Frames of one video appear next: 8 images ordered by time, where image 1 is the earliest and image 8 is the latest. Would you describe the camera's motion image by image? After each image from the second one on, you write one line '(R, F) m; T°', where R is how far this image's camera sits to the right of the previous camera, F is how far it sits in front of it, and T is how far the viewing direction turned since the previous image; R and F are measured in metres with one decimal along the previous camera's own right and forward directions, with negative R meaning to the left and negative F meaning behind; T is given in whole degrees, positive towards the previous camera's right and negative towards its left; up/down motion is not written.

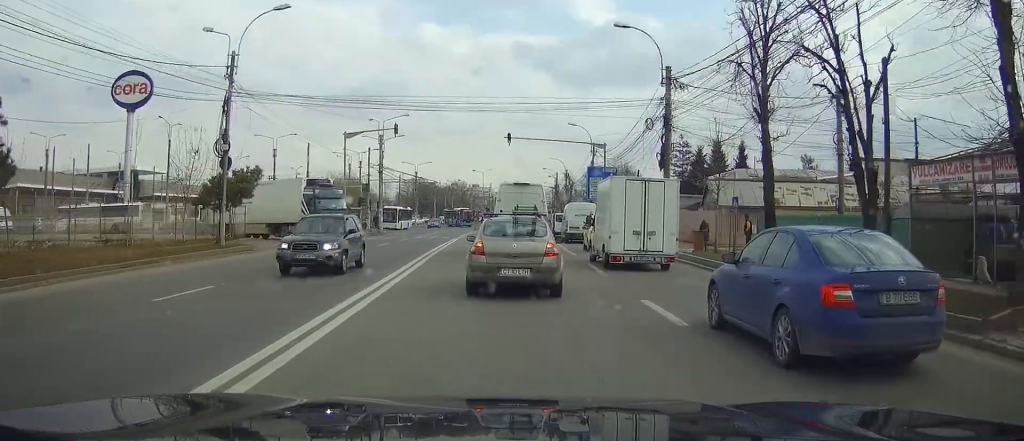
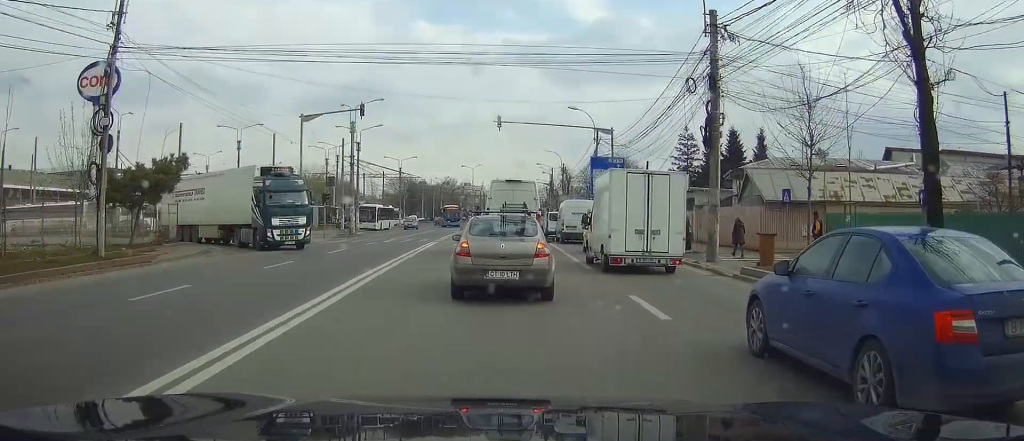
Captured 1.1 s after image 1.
(+0.2, +8.7) m; +2°
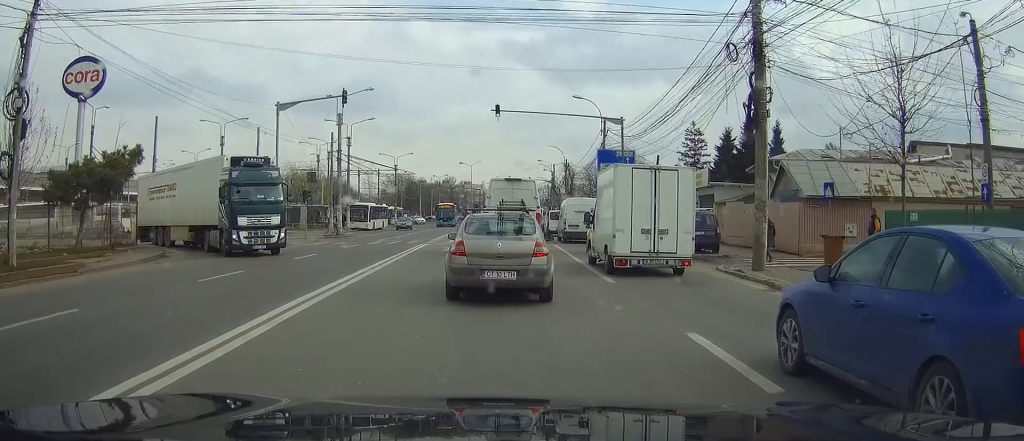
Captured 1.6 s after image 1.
(+0.1, +4.5) m; +1°
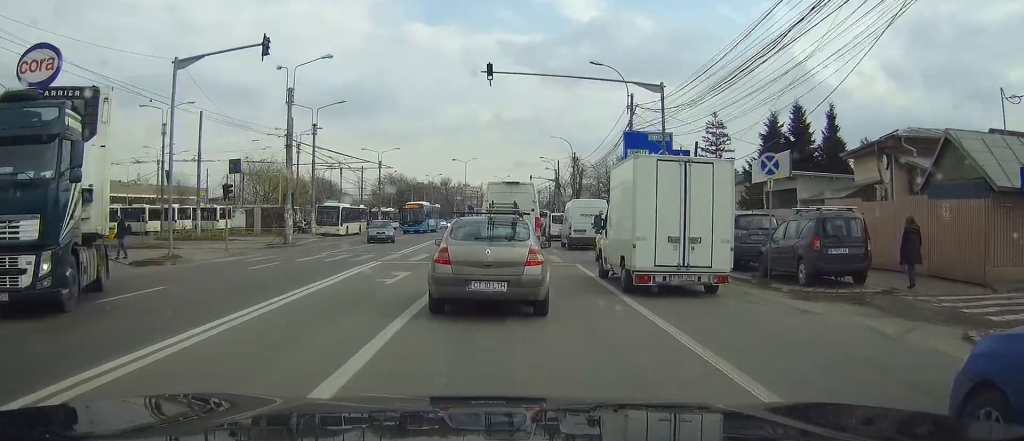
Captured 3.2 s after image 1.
(0.0, +12.2) m; -1°
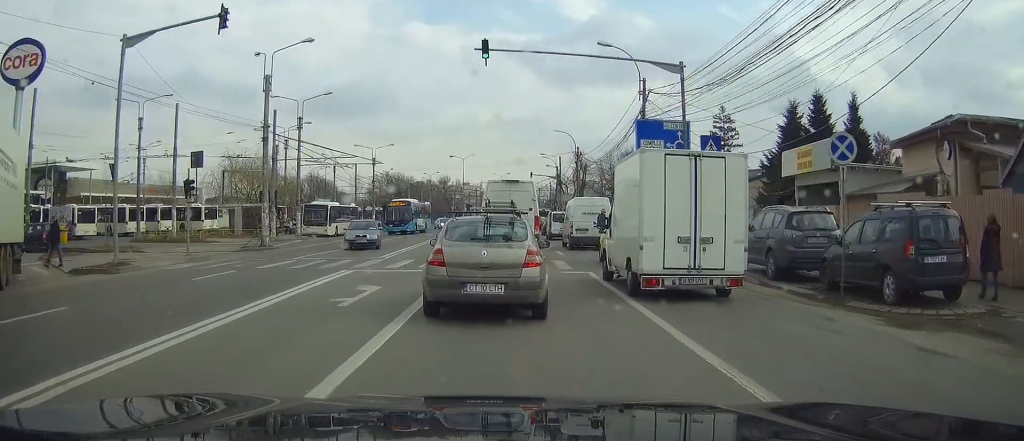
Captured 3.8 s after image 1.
(0.0, +4.0) m; 0°
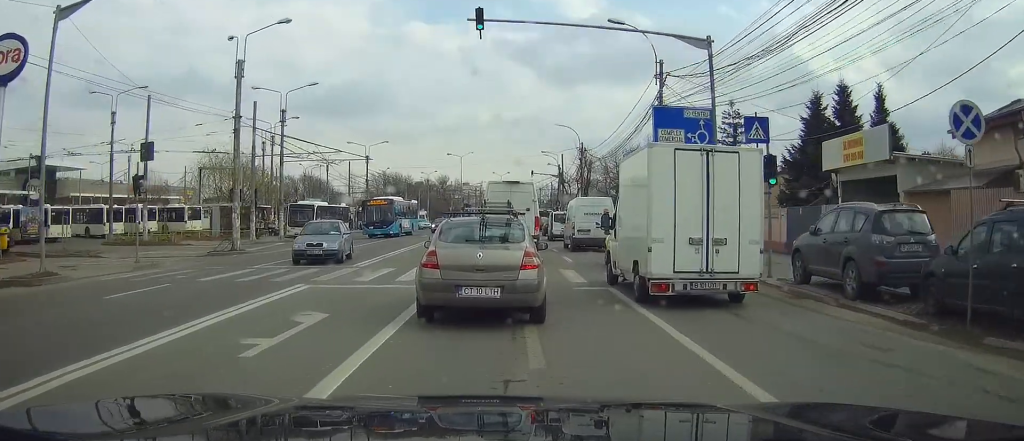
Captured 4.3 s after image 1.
(0.0, +4.2) m; 0°
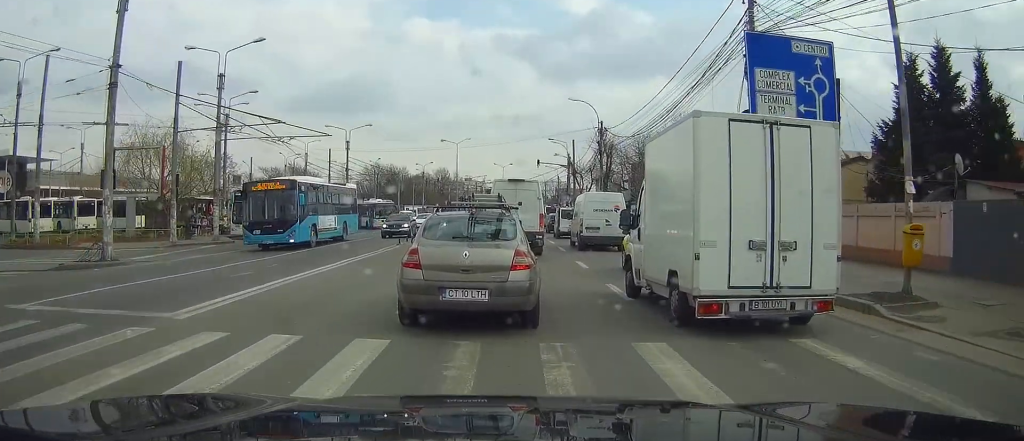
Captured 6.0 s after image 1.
(0.0, +12.1) m; 0°
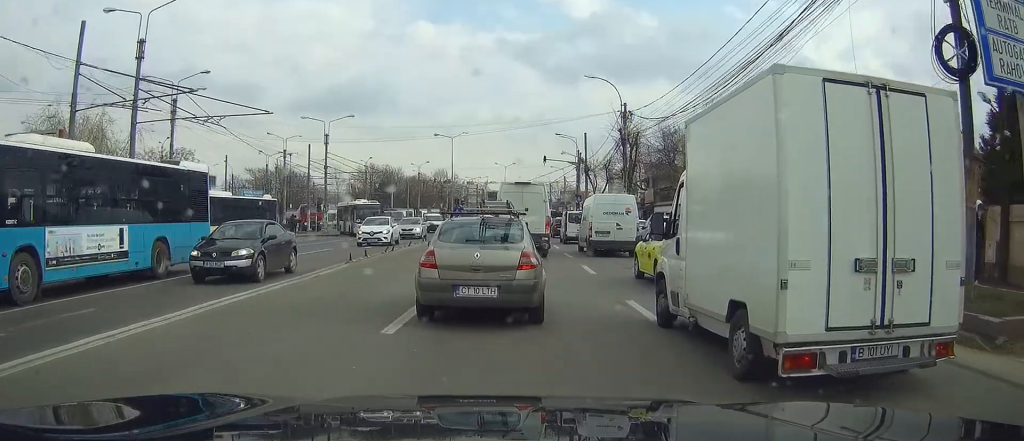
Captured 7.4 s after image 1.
(-0.1, +10.0) m; -1°
